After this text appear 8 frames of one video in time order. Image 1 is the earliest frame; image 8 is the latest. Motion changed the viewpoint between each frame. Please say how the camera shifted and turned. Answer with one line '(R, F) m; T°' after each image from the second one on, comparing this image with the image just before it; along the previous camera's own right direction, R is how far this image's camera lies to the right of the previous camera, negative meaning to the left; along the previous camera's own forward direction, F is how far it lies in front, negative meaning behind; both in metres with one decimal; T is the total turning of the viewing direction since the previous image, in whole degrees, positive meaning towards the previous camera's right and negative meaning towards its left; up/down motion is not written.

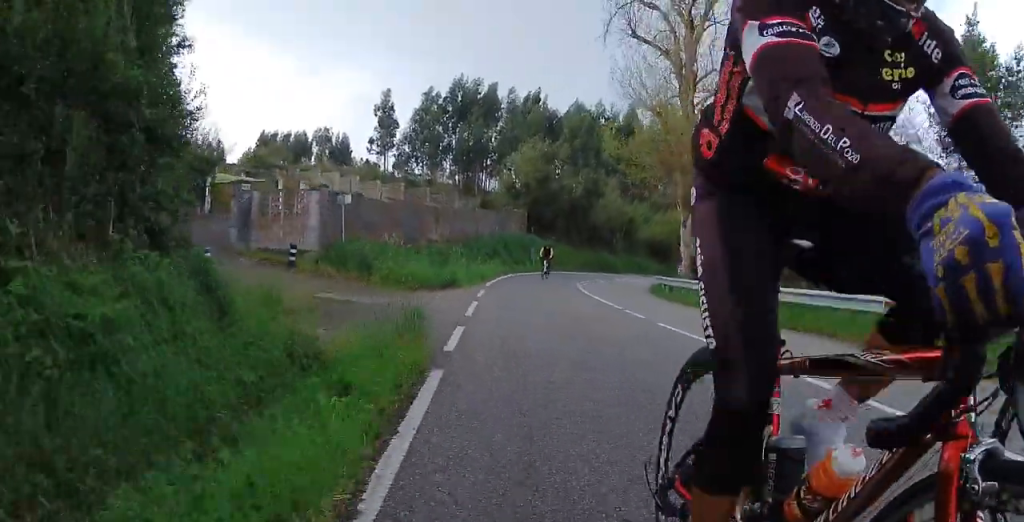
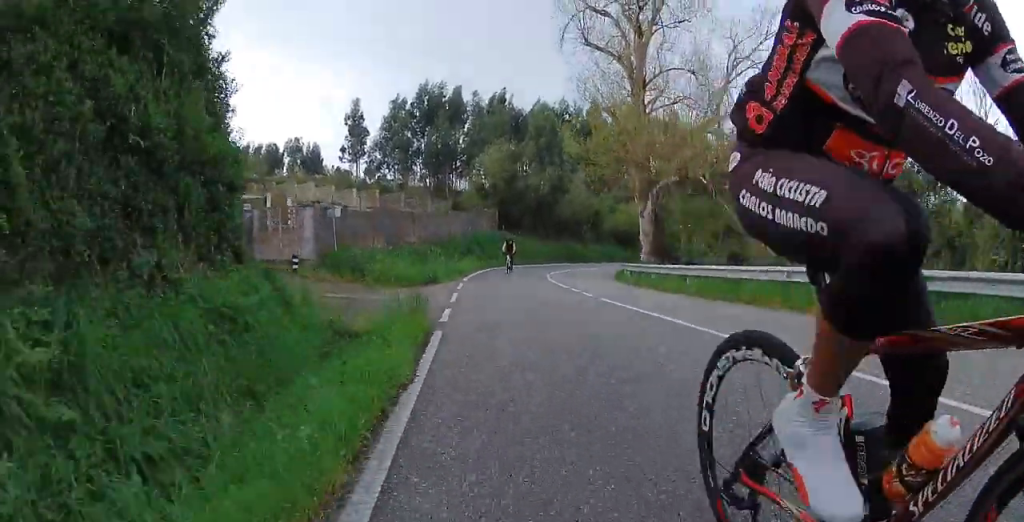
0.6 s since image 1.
(-0.1, +2.5) m; -1°
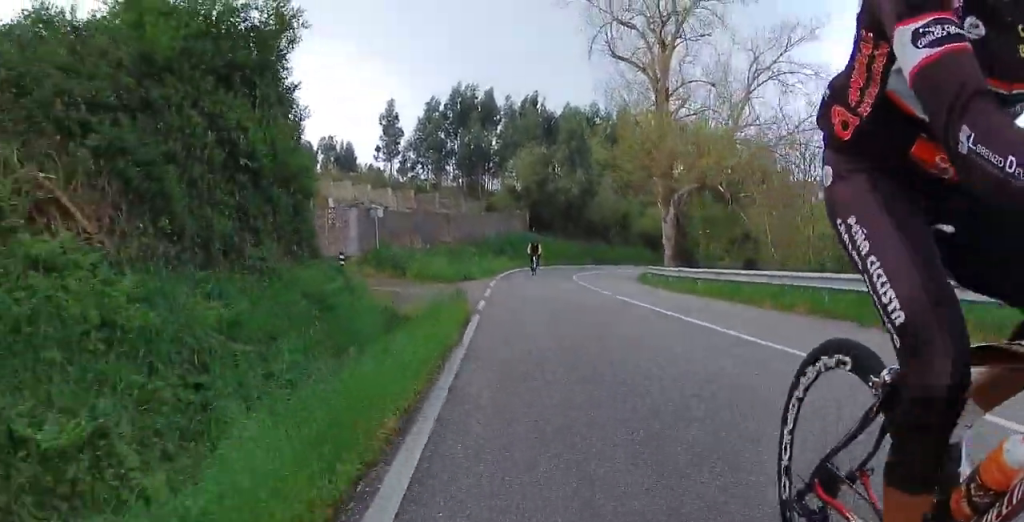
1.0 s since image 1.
(-0.2, +1.8) m; -1°
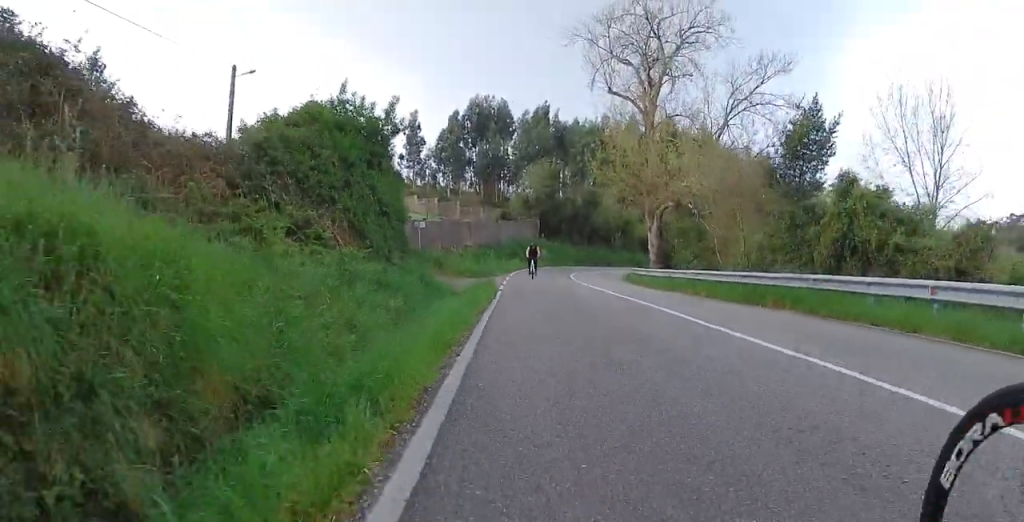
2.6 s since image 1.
(+0.5, +7.0) m; +6°
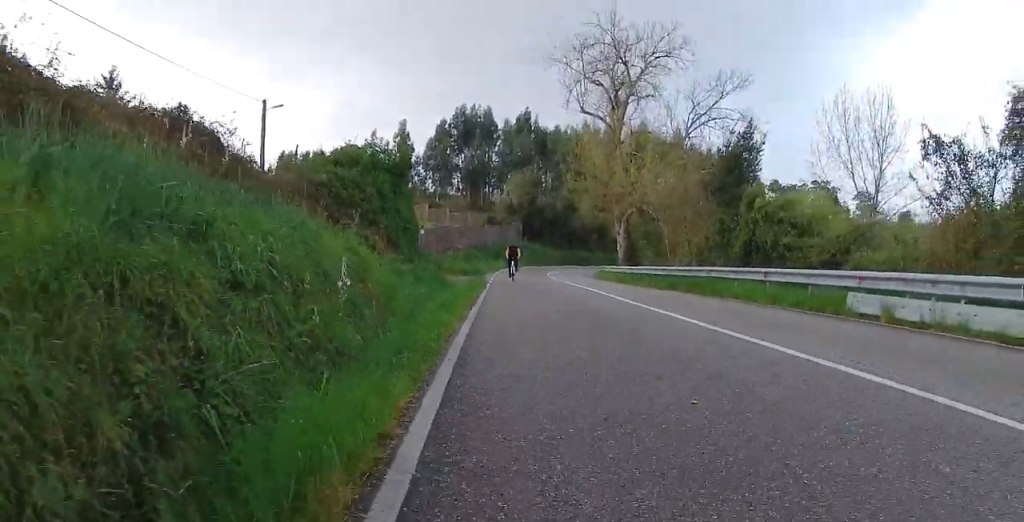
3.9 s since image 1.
(-0.2, +5.9) m; -3°
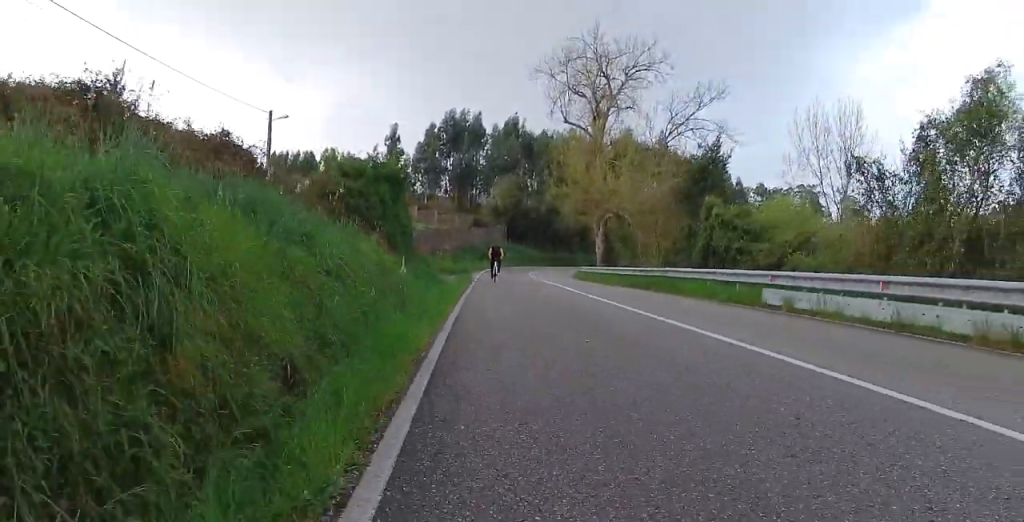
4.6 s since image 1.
(0.0, +3.1) m; -1°
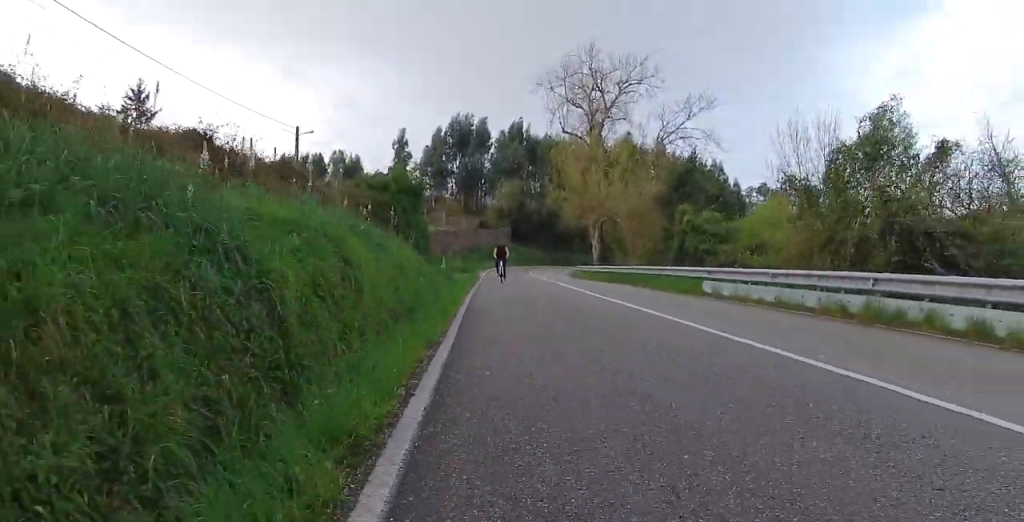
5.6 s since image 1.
(0.0, +4.3) m; 0°
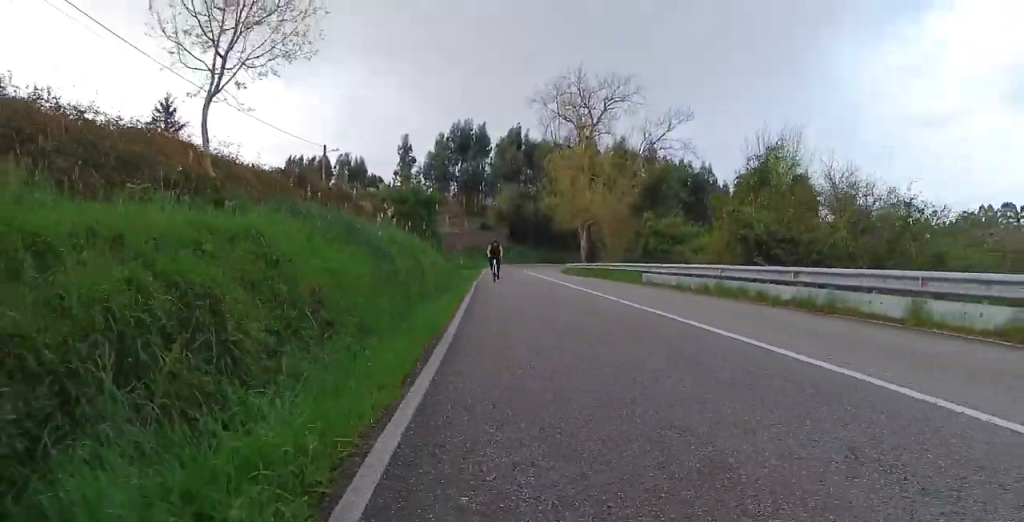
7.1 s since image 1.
(-0.1, +7.3) m; +2°
